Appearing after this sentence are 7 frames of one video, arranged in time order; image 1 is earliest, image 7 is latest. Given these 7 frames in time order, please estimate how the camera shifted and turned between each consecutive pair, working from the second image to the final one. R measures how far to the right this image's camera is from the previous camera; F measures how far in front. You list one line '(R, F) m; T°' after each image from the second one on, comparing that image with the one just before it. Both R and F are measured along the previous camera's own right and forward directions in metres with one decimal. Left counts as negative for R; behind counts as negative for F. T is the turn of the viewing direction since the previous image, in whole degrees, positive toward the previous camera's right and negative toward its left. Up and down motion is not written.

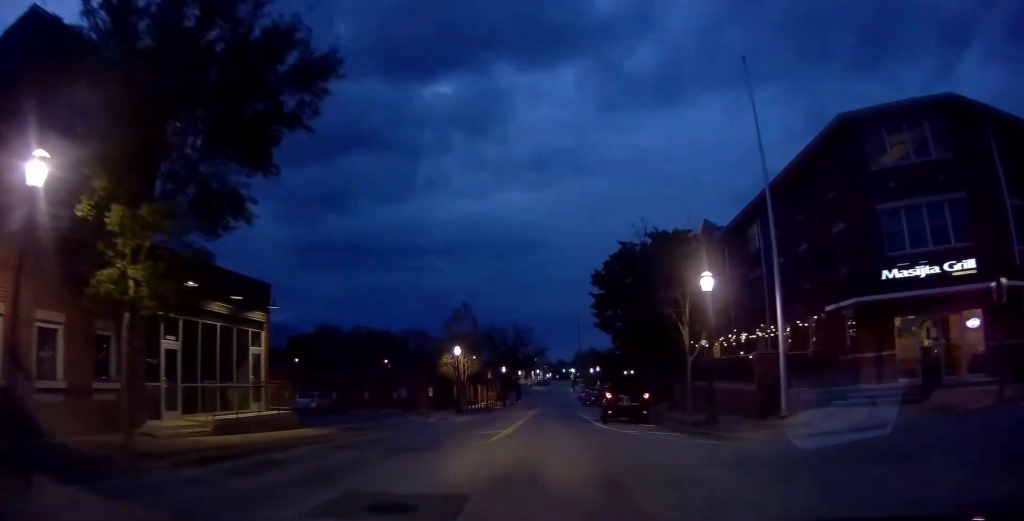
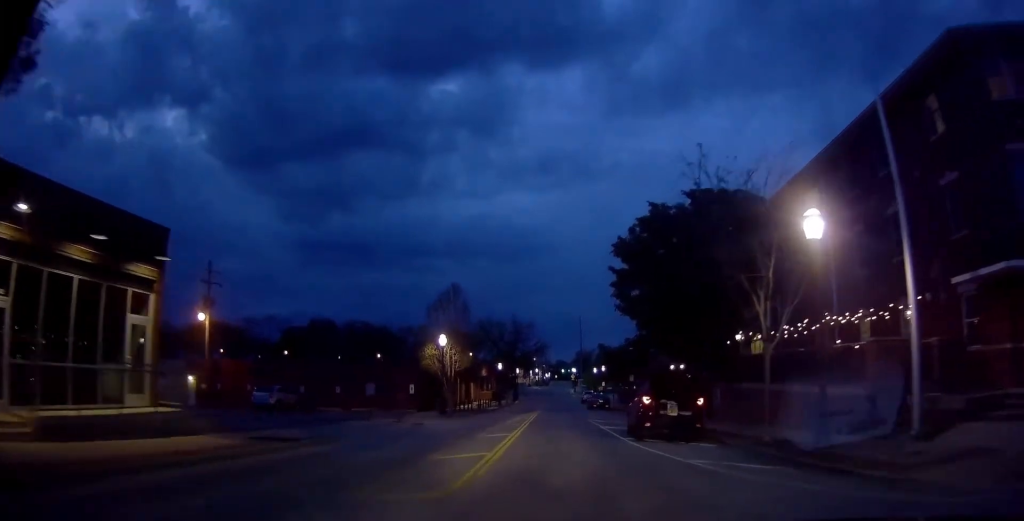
(0.0, +7.9) m; +1°
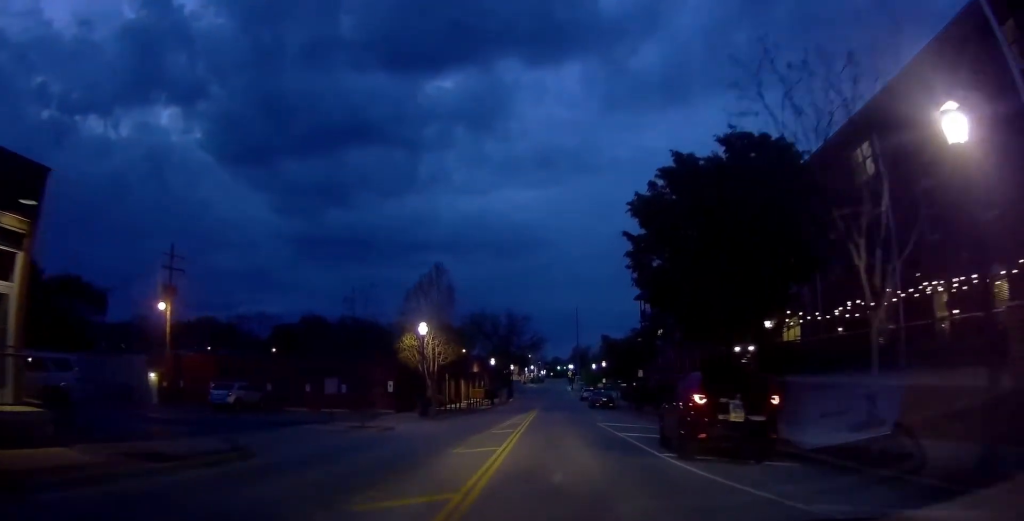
(+0.1, +6.0) m; +1°
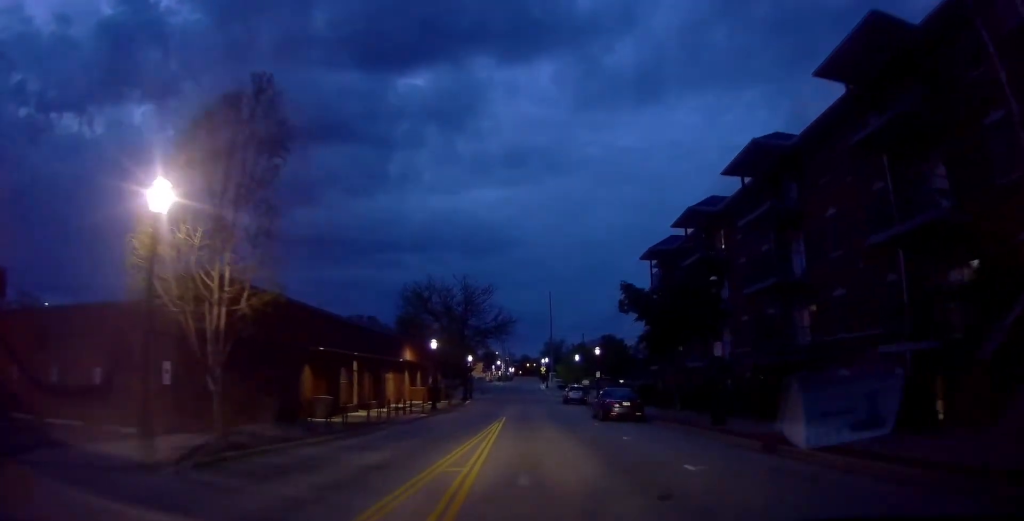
(+0.1, +22.7) m; 0°
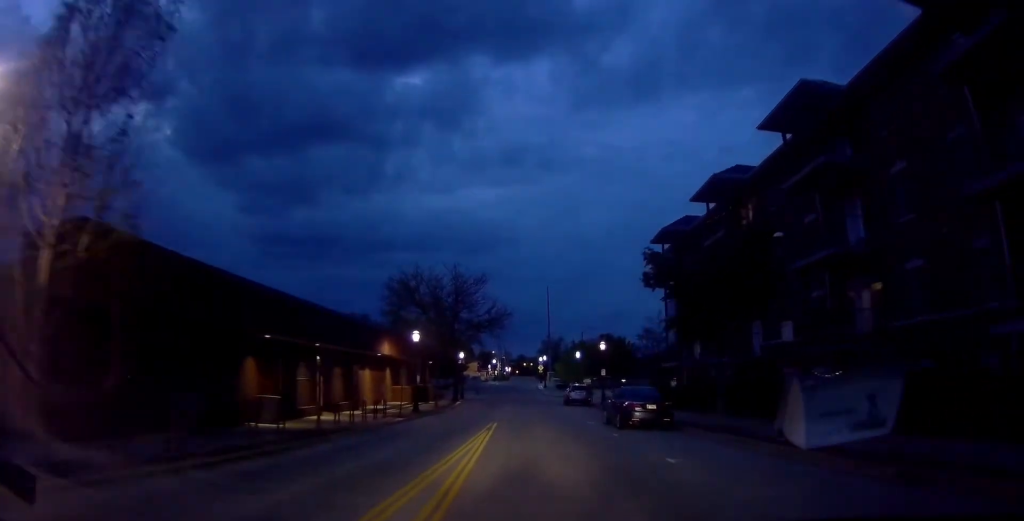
(0.0, +5.9) m; 0°
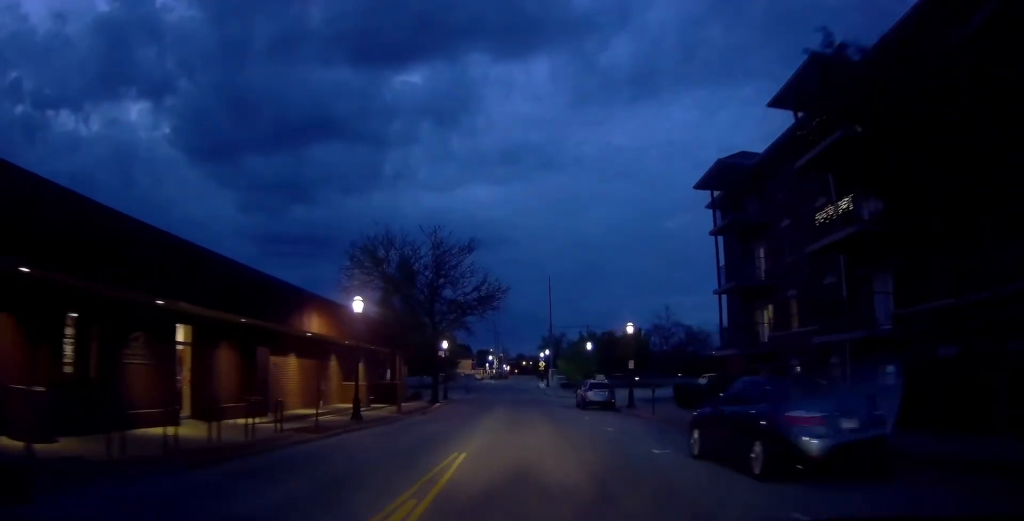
(0.0, +13.0) m; 0°
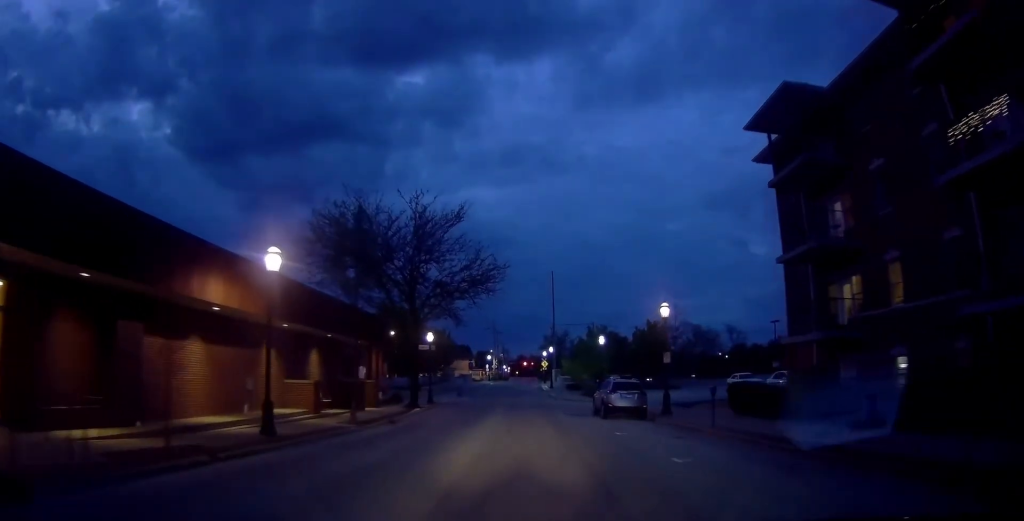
(0.0, +8.4) m; 0°
